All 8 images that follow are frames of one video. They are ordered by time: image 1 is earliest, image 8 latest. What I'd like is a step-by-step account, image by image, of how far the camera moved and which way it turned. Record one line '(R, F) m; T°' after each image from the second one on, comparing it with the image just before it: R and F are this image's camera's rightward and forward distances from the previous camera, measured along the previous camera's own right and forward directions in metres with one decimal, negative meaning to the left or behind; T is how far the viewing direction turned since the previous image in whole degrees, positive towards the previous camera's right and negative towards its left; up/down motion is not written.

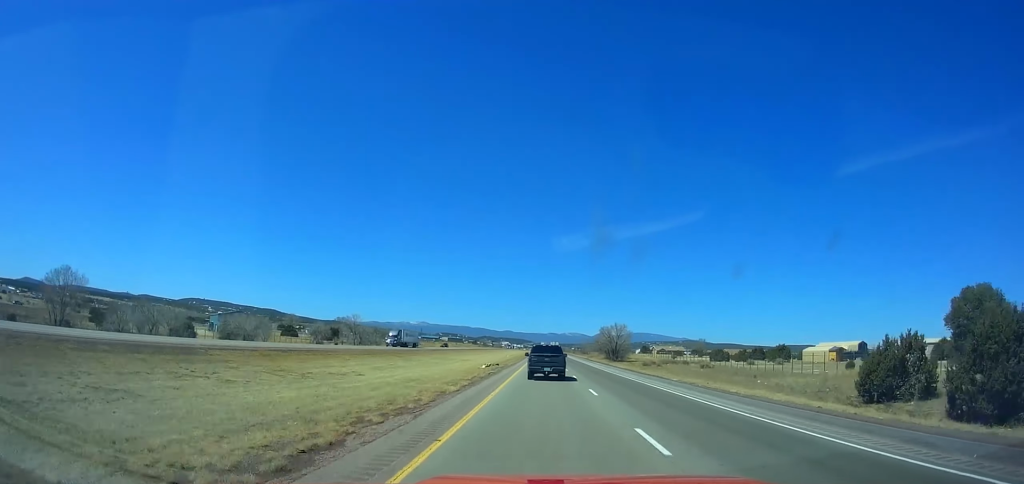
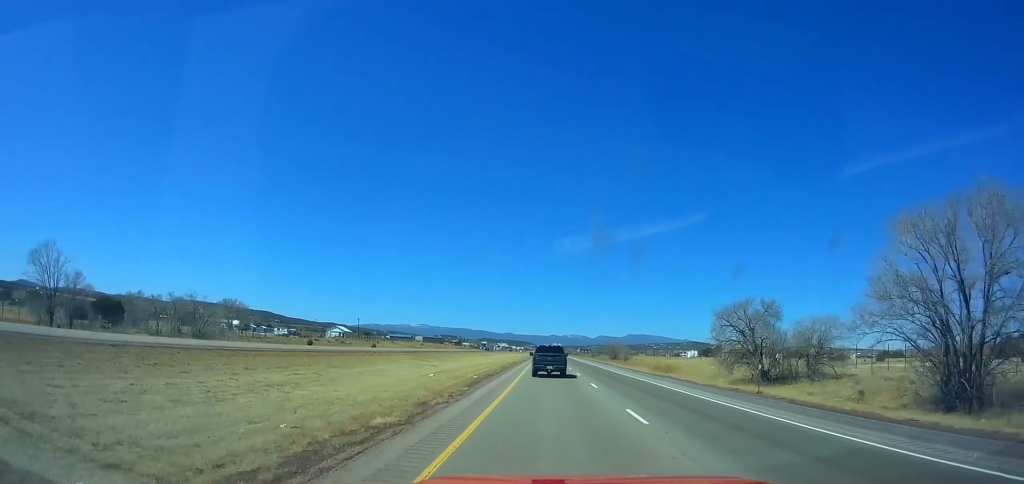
(-0.5, +104.9) m; 0°
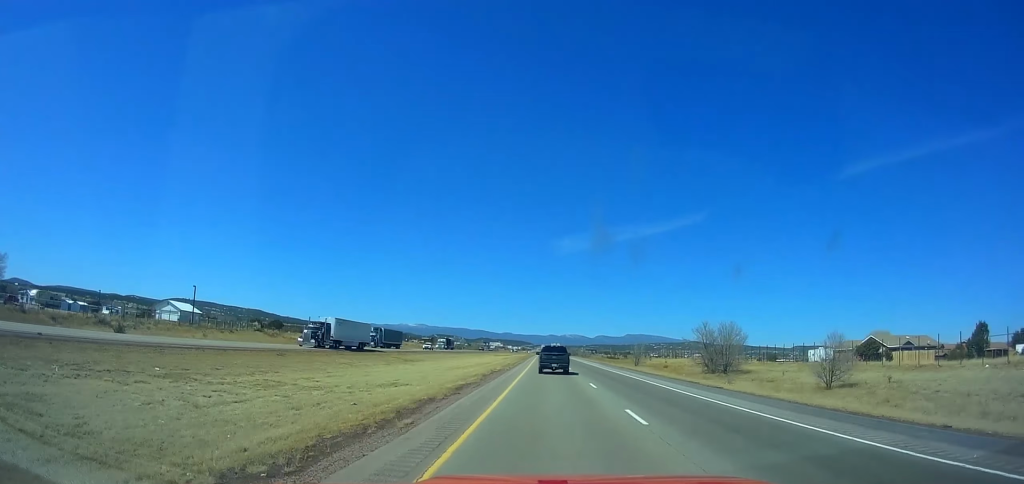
(+0.5, +96.6) m; 0°
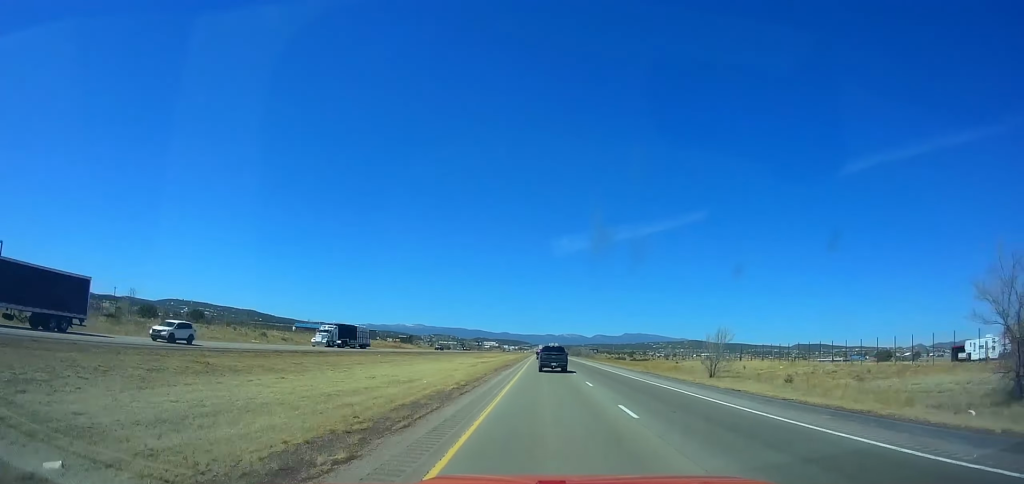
(+0.4, +47.2) m; 0°
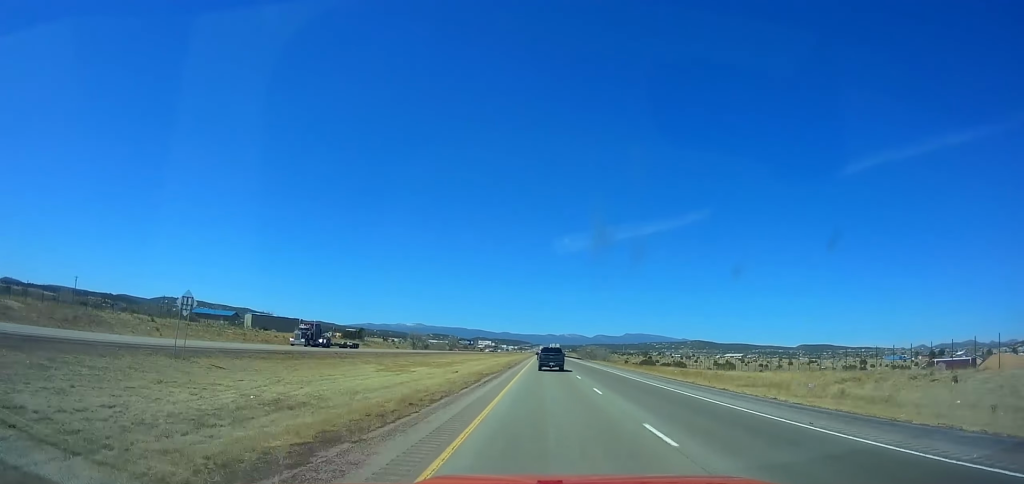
(-1.0, +77.0) m; 0°
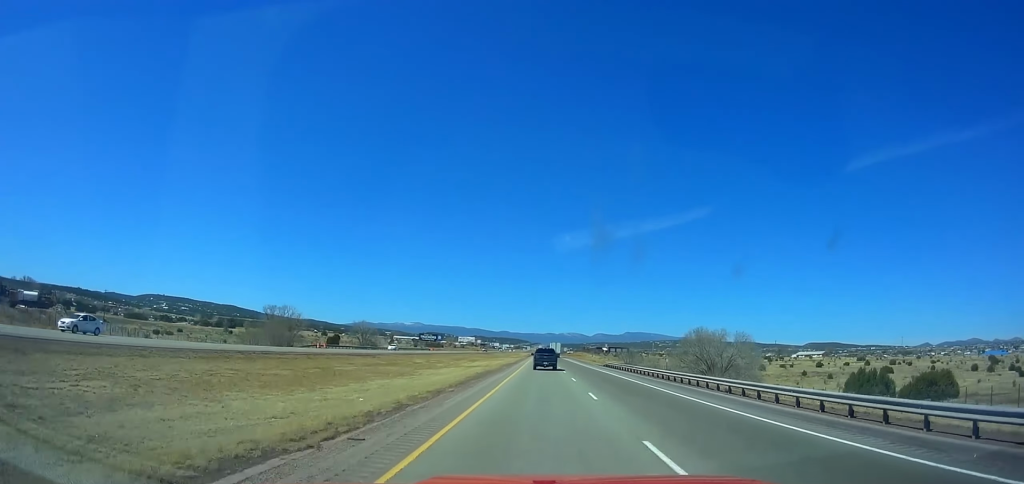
(+0.5, +158.4) m; 0°
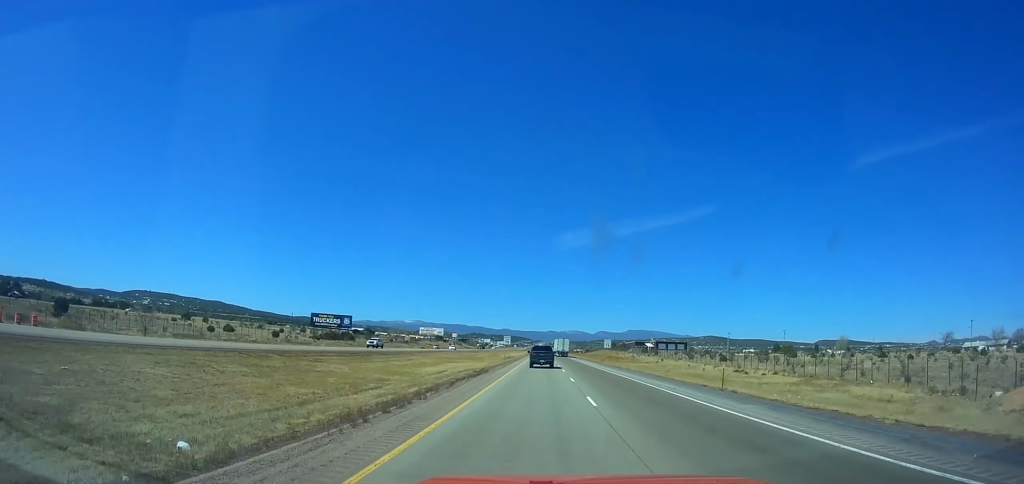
(+0.9, +171.8) m; 0°
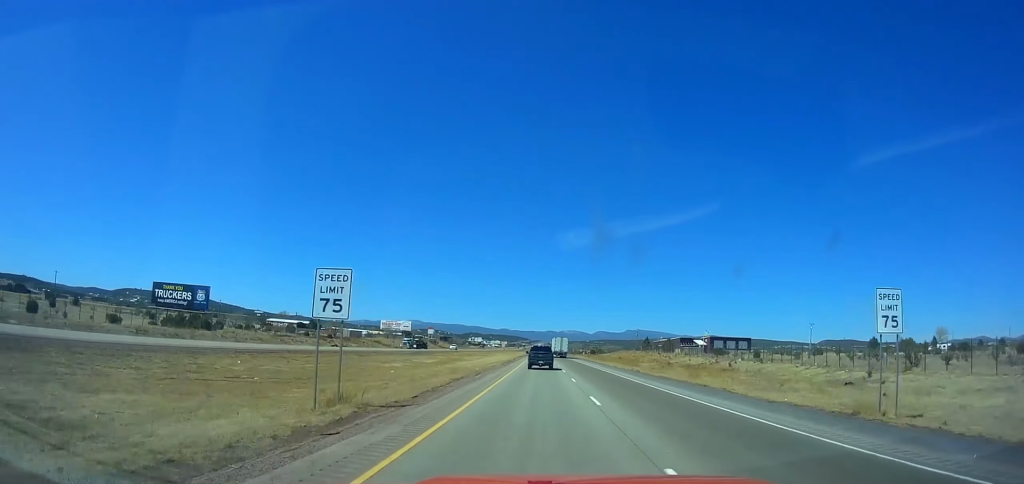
(-0.3, +83.9) m; 0°
